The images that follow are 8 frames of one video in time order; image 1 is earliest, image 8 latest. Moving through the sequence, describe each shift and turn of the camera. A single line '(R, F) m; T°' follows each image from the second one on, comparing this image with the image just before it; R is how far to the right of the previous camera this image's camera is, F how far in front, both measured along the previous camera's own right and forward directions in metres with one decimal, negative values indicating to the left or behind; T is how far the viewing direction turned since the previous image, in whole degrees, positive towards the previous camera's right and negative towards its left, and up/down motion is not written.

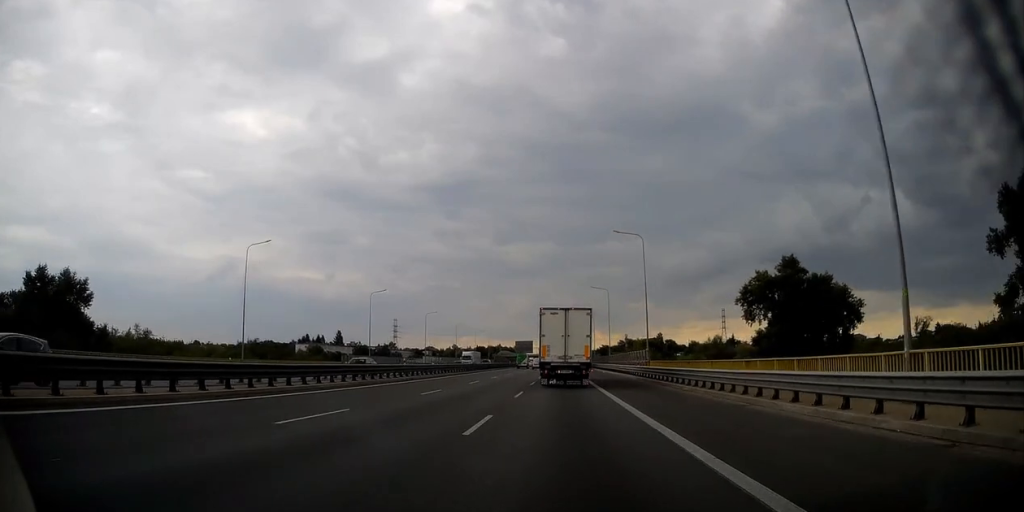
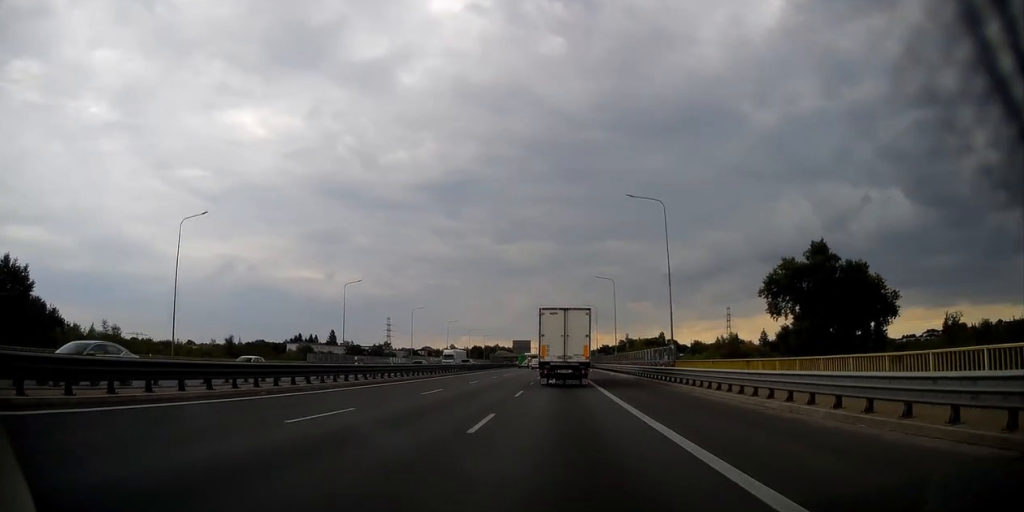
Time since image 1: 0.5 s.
(-0.2, +11.5) m; -1°
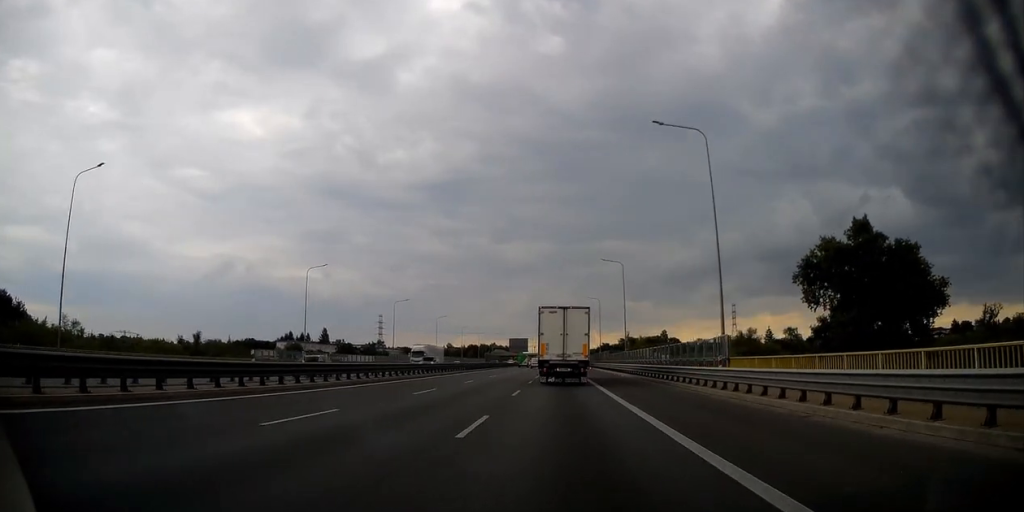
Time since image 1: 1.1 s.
(0.0, +12.9) m; 0°
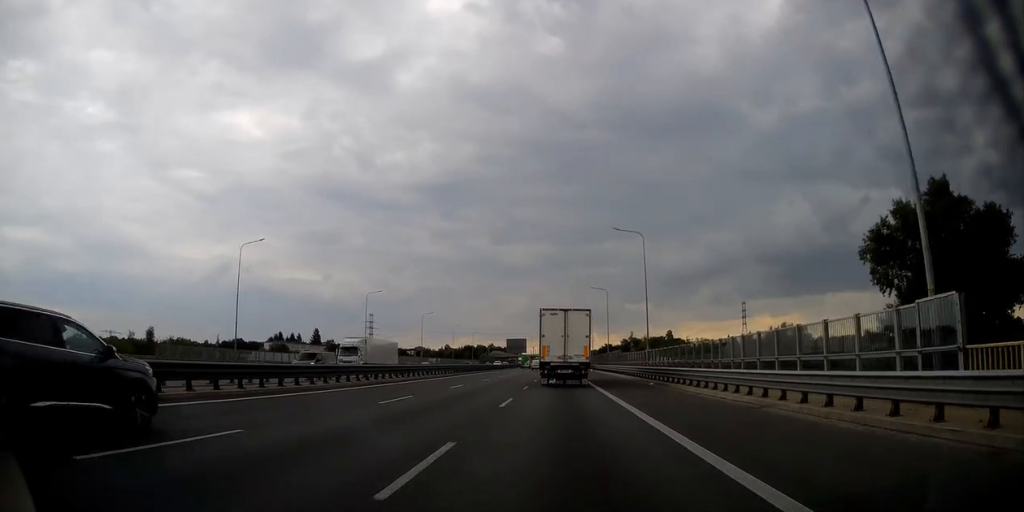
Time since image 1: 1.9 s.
(0.0, +16.4) m; 0°
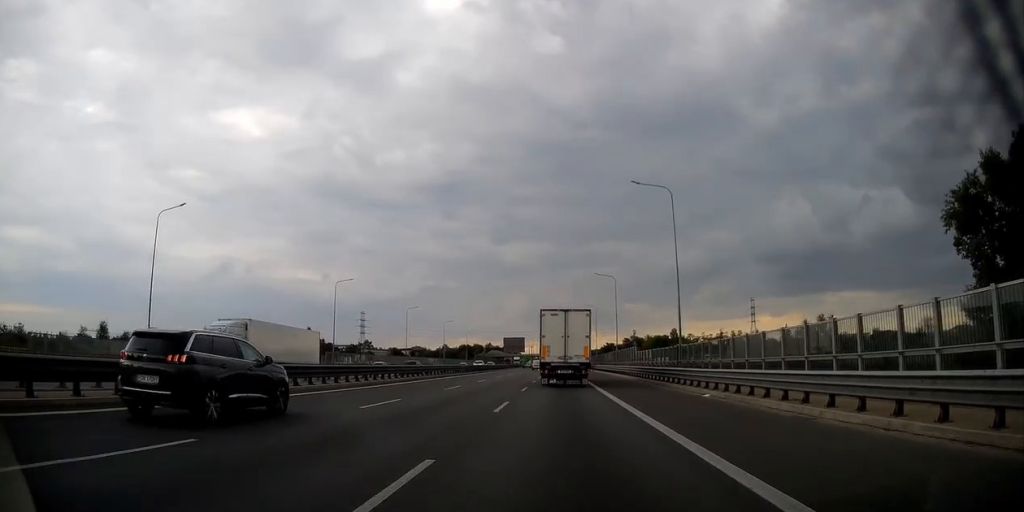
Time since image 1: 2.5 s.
(0.0, +13.5) m; 0°
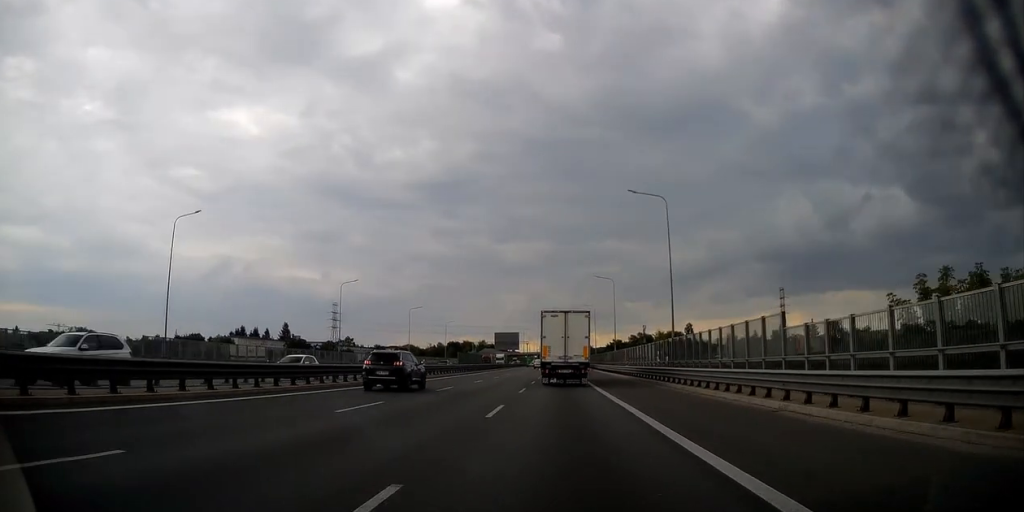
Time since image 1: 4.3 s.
(+0.1, +37.2) m; 0°
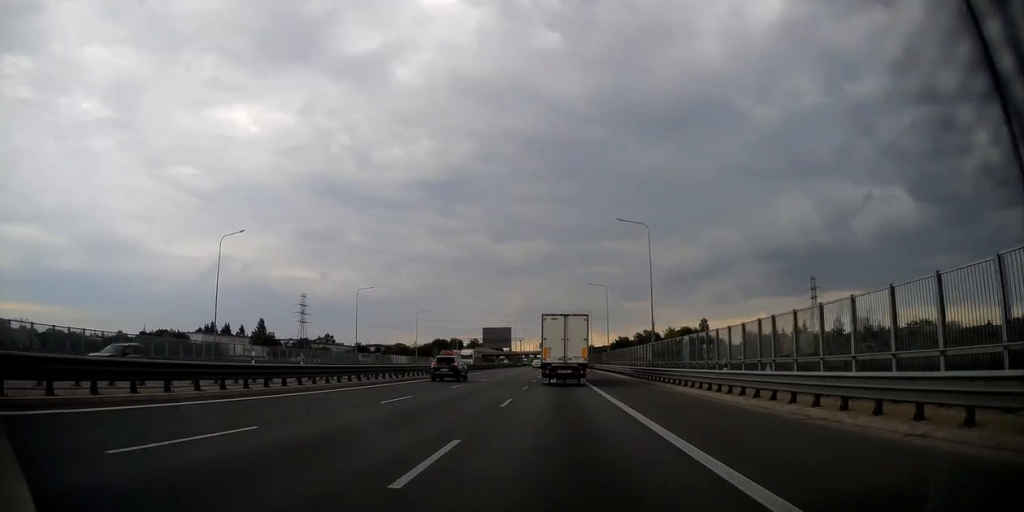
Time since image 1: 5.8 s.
(0.0, +31.9) m; 0°
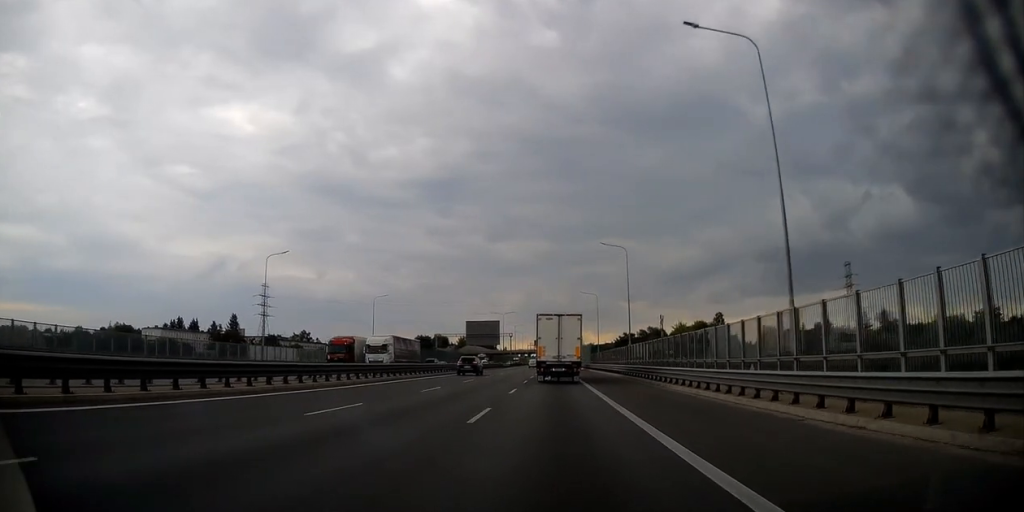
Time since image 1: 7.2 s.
(0.0, +29.0) m; 0°
